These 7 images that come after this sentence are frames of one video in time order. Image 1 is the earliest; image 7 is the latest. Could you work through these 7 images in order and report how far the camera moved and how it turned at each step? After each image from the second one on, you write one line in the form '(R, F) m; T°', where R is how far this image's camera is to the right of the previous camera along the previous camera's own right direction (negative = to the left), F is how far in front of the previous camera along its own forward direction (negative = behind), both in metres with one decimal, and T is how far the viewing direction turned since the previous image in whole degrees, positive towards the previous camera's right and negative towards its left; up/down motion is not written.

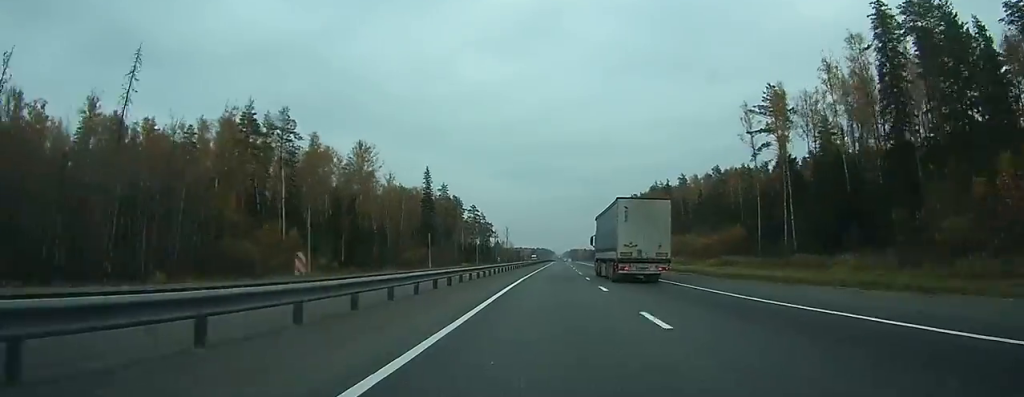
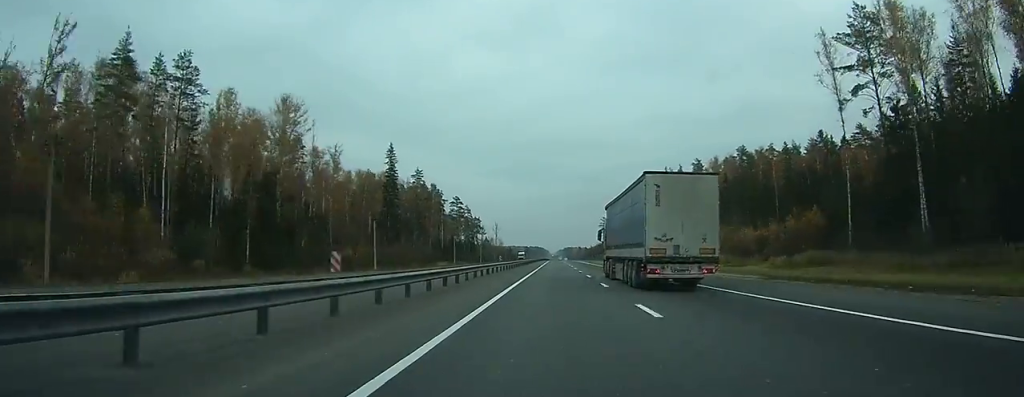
(+0.2, +34.1) m; +1°
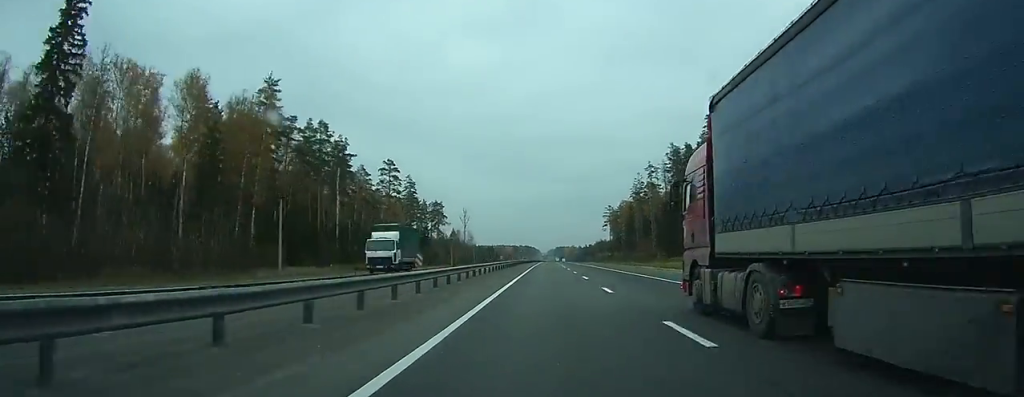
(+1.6, +97.6) m; +1°
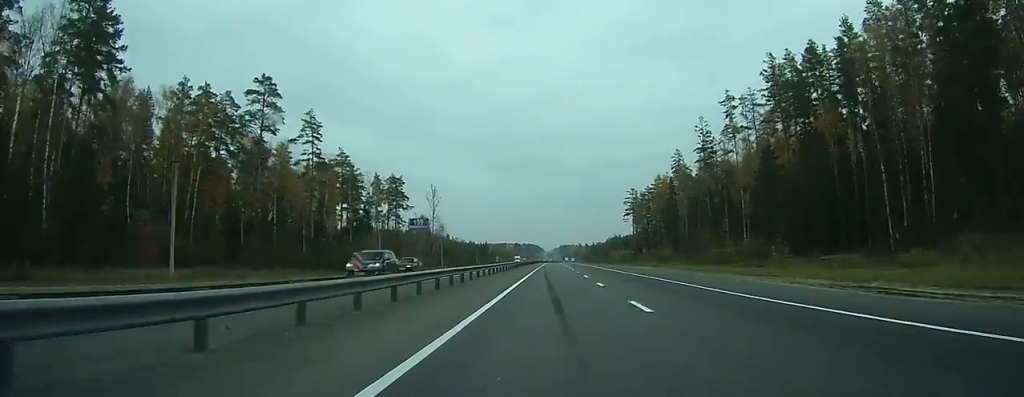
(+0.2, +72.8) m; 0°
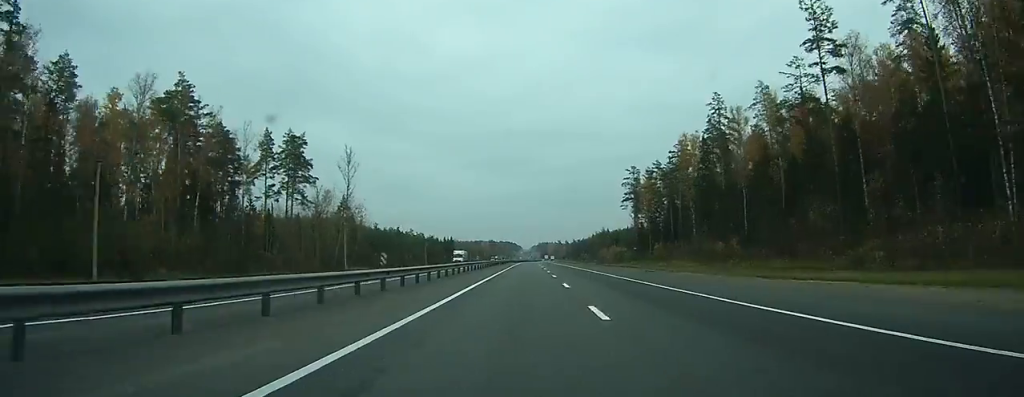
(+0.3, +58.2) m; +1°
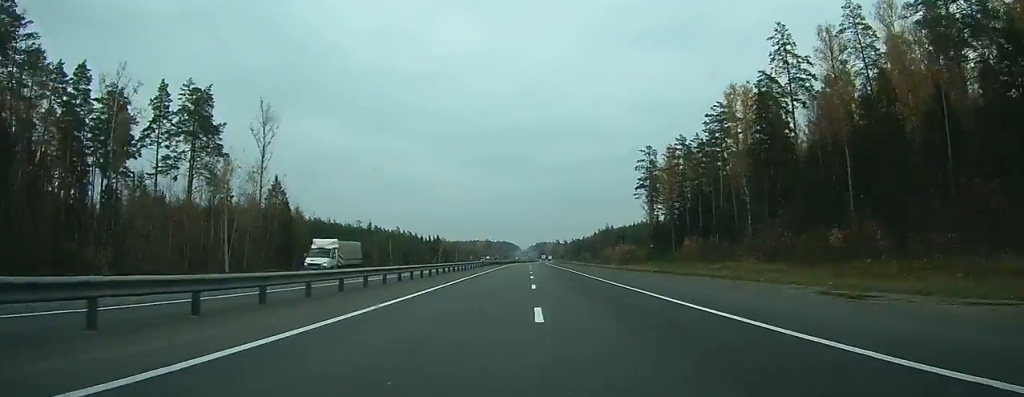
(+0.2, +35.1) m; +1°
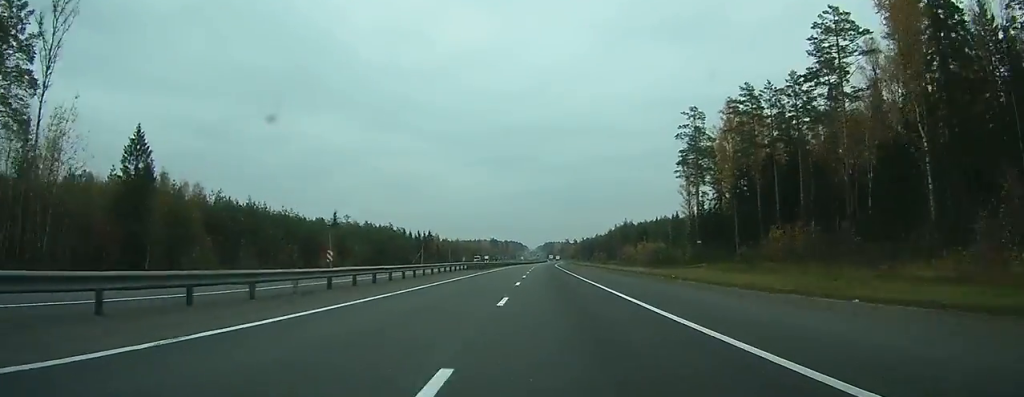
(+0.2, +43.2) m; 0°
